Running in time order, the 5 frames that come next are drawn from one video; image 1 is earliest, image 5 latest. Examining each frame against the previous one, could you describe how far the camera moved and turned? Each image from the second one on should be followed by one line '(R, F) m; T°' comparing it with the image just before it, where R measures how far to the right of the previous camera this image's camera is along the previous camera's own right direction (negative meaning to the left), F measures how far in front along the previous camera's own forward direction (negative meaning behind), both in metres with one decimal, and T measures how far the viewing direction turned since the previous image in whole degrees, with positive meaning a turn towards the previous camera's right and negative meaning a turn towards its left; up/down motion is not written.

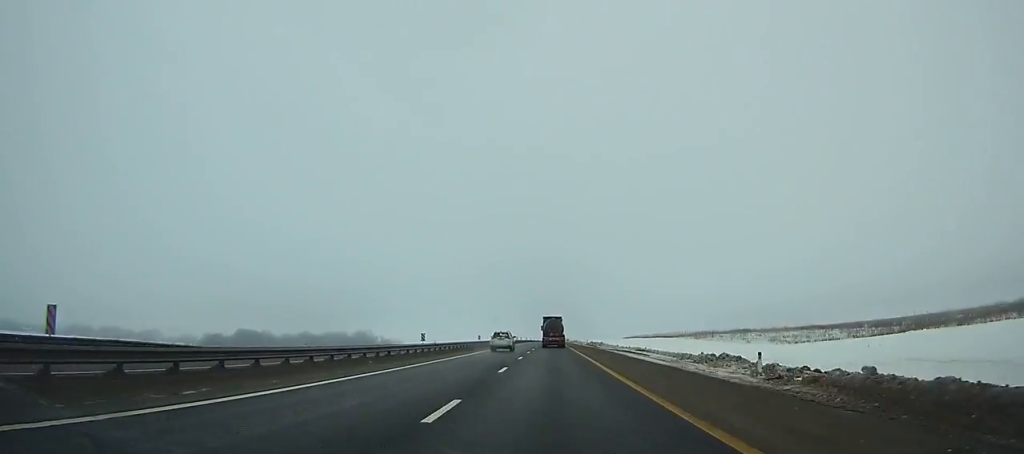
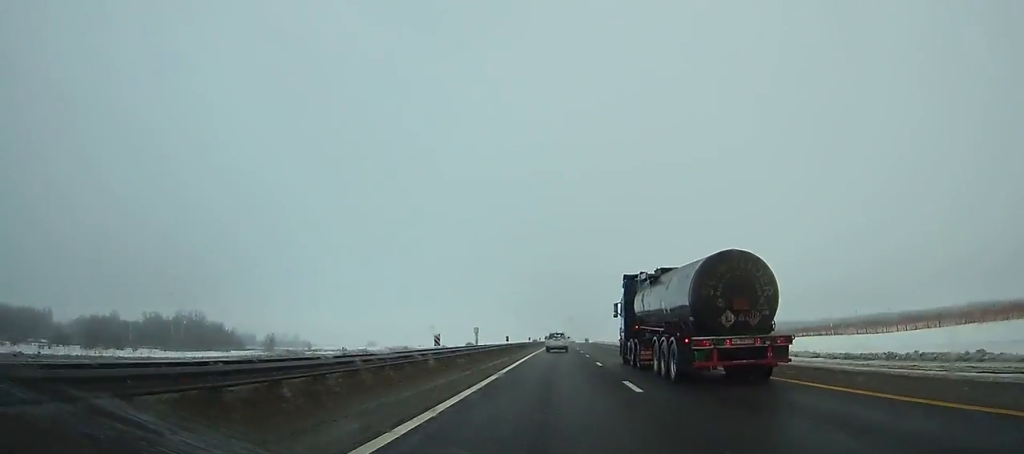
(+2.1, +279.1) m; +3°
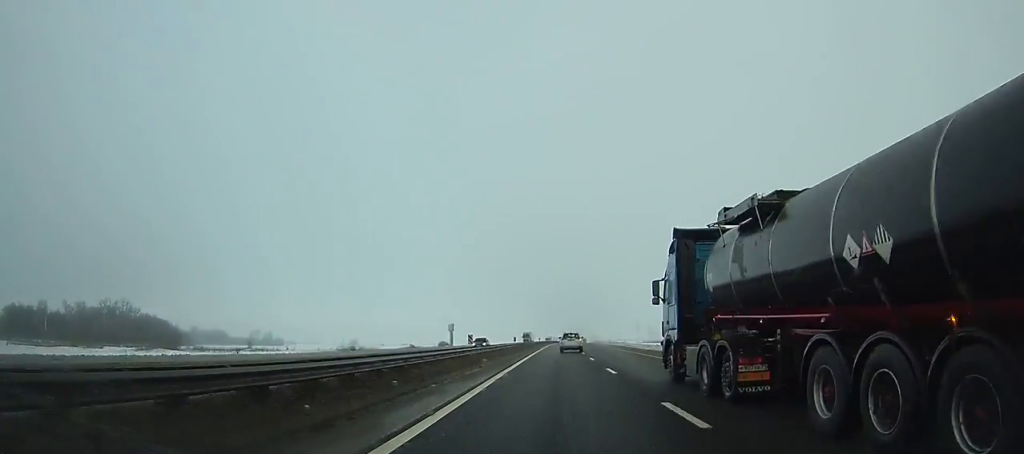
(+0.6, +52.0) m; +1°
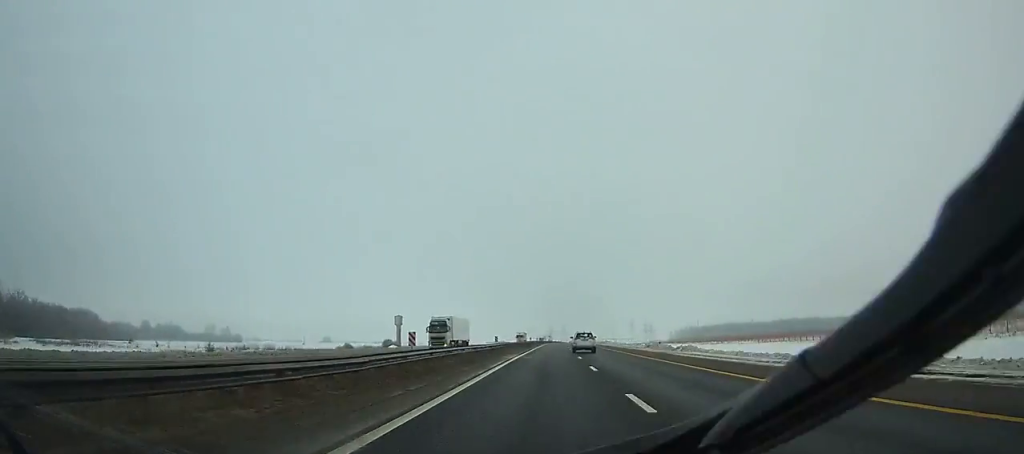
(+0.7, +67.1) m; +1°
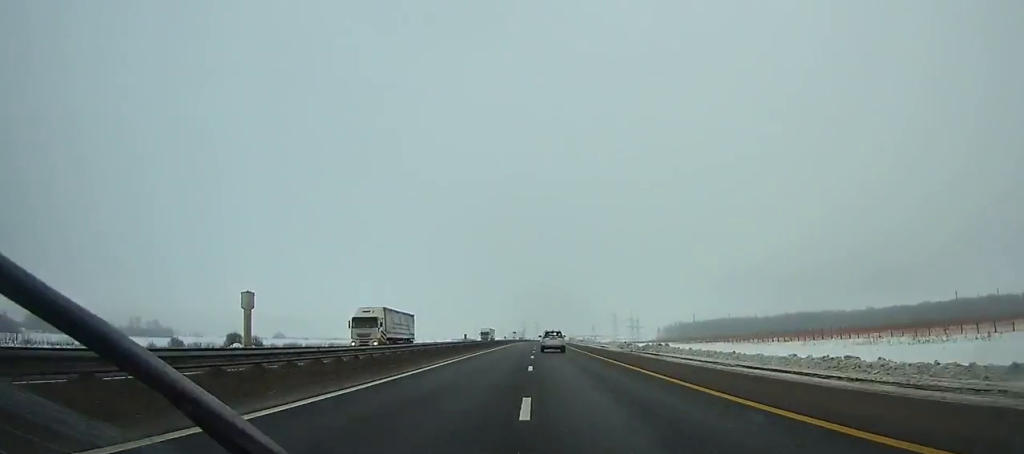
(+1.1, +82.2) m; +1°
